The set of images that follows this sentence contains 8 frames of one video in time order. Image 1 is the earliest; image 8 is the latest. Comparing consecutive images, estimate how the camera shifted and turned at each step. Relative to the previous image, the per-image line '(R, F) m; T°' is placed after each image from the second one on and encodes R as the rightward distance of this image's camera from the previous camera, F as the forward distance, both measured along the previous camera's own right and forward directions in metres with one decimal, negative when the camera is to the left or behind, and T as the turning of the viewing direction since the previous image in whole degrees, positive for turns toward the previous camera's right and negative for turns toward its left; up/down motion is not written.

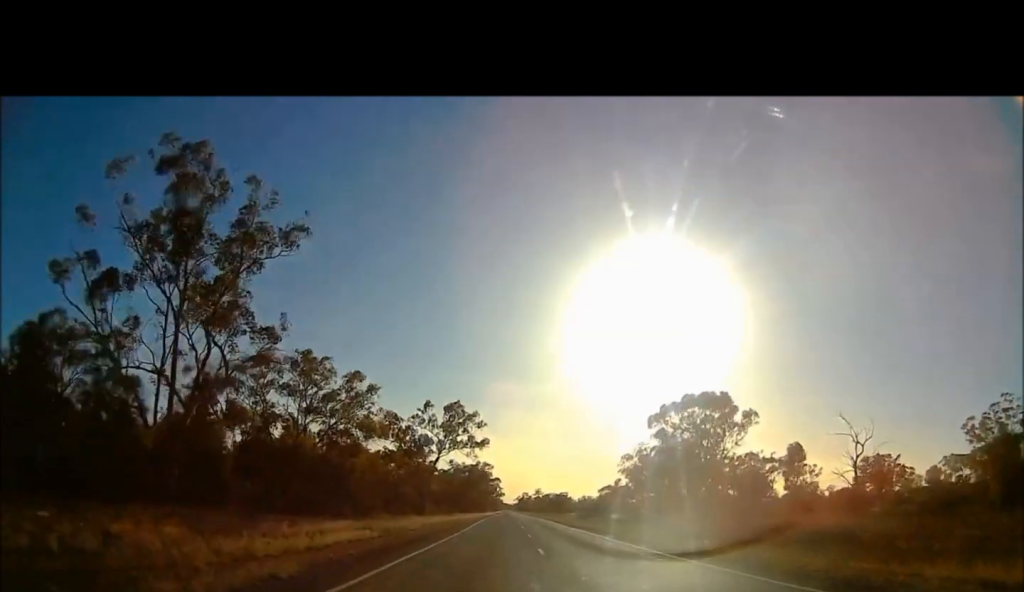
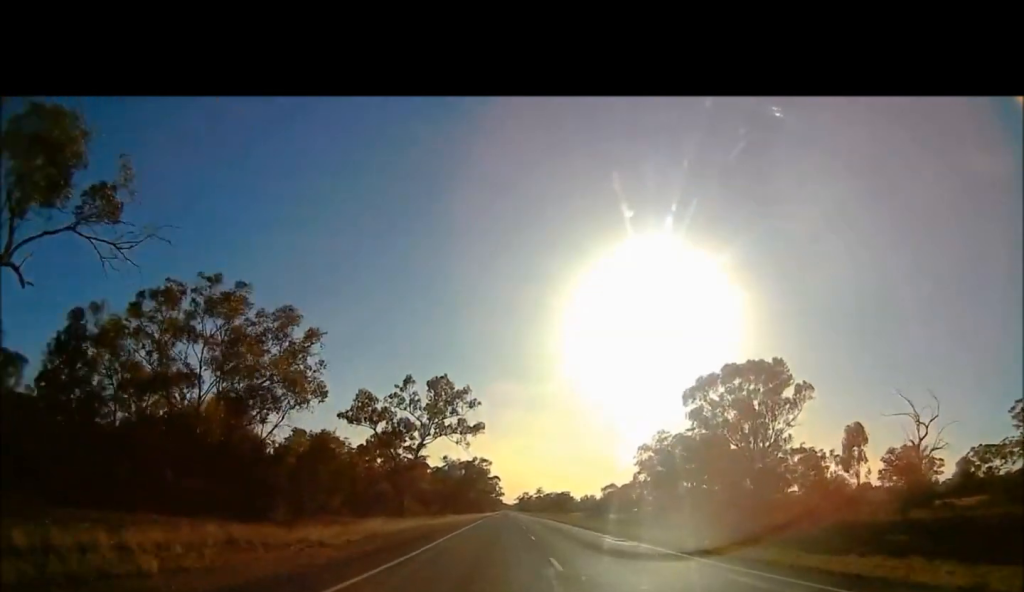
(0.0, +19.3) m; 0°
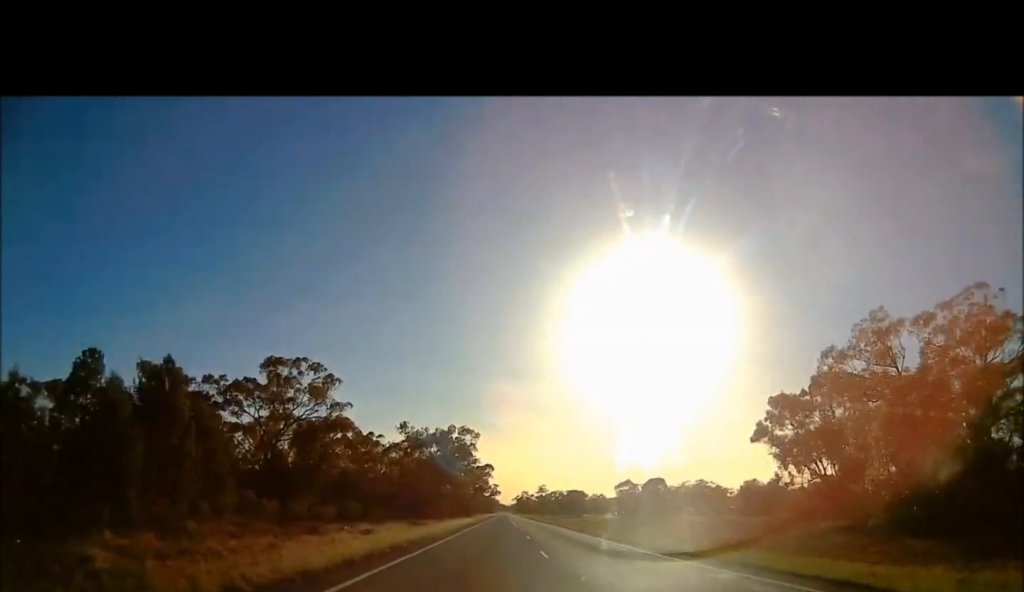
(+0.5, +69.8) m; +1°
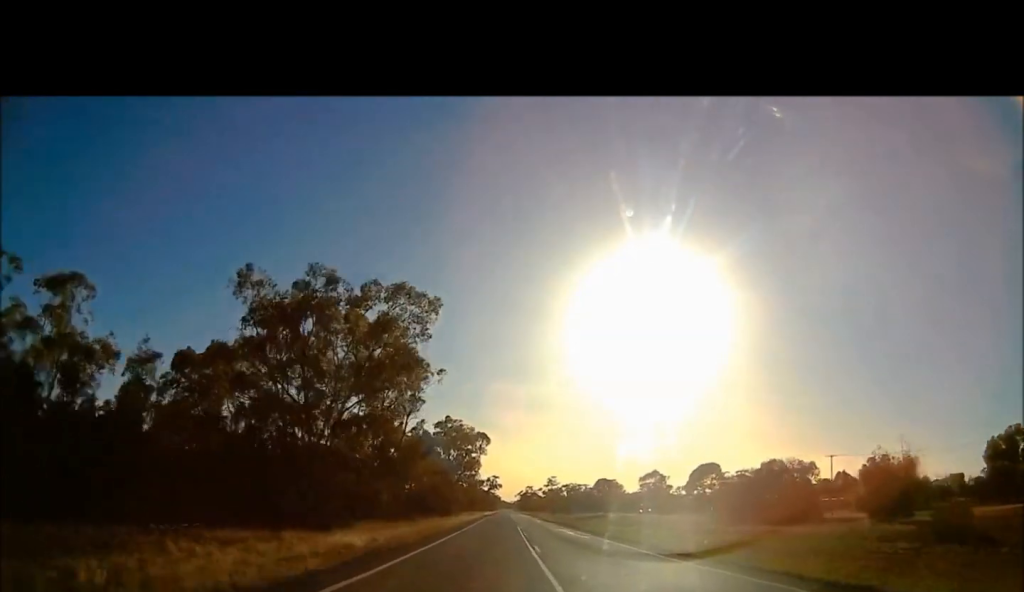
(+0.6, +64.6) m; 0°
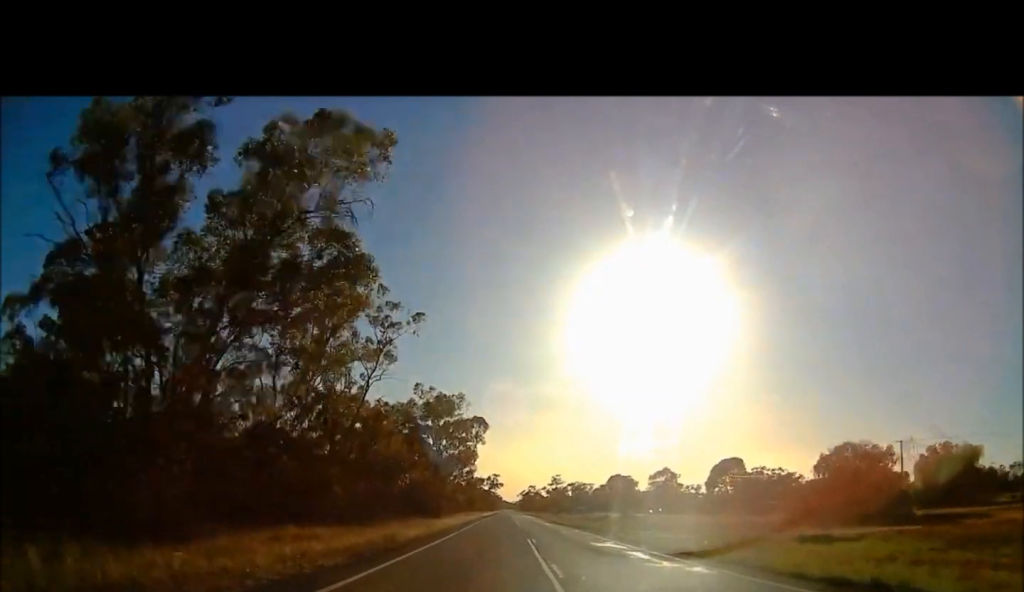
(+0.1, +18.0) m; -1°
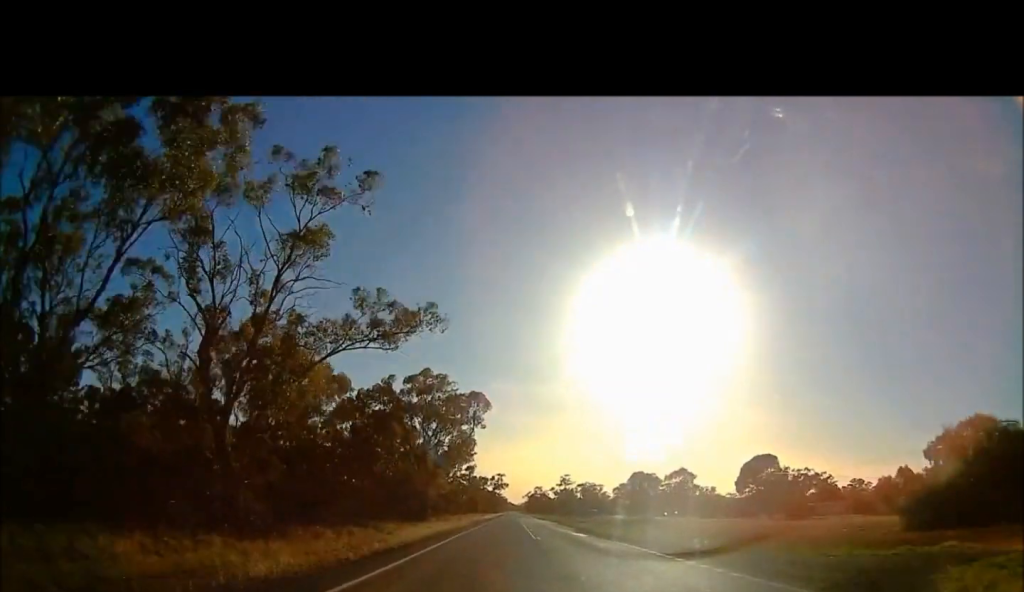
(-0.2, +18.7) m; -1°
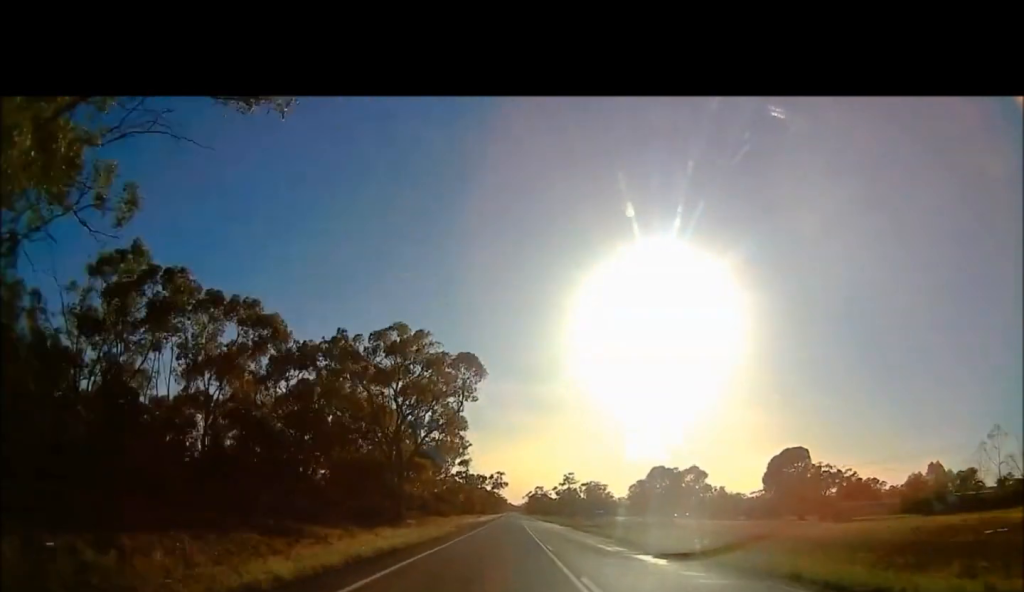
(-0.3, +16.4) m; -1°
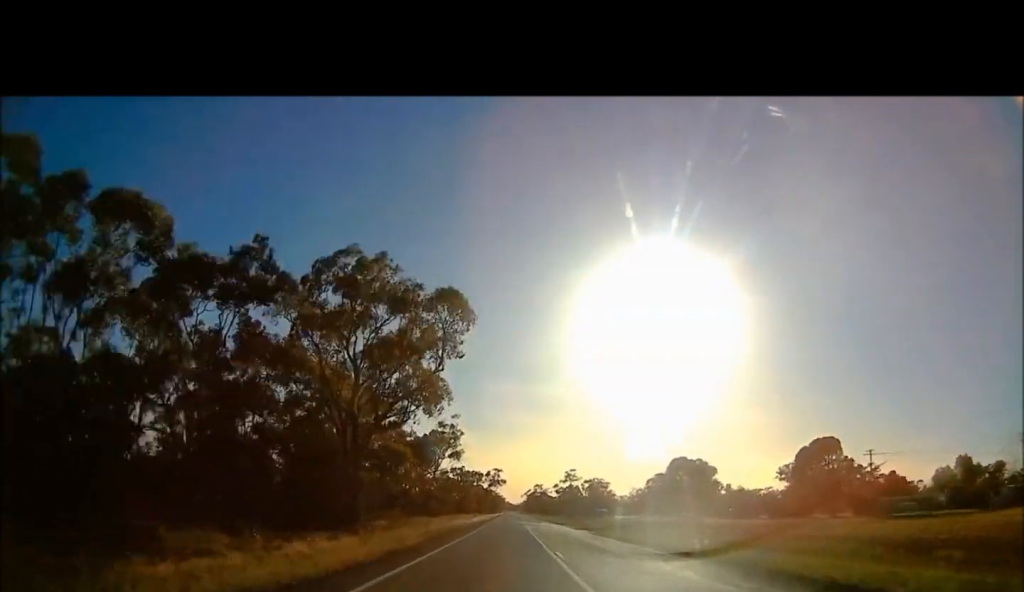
(0.0, +14.0) m; 0°
